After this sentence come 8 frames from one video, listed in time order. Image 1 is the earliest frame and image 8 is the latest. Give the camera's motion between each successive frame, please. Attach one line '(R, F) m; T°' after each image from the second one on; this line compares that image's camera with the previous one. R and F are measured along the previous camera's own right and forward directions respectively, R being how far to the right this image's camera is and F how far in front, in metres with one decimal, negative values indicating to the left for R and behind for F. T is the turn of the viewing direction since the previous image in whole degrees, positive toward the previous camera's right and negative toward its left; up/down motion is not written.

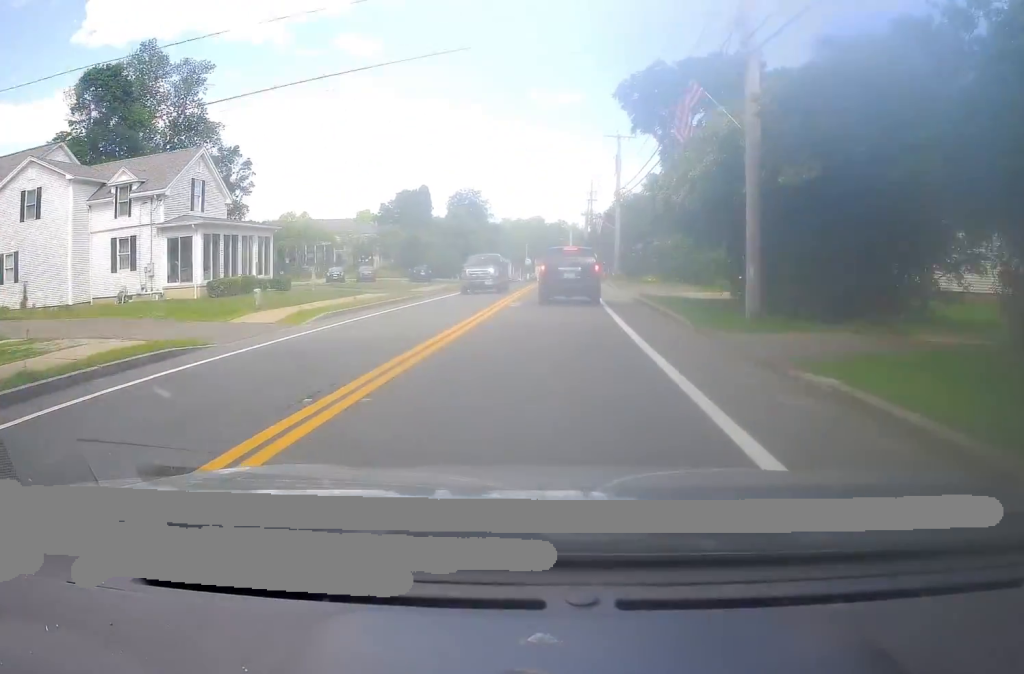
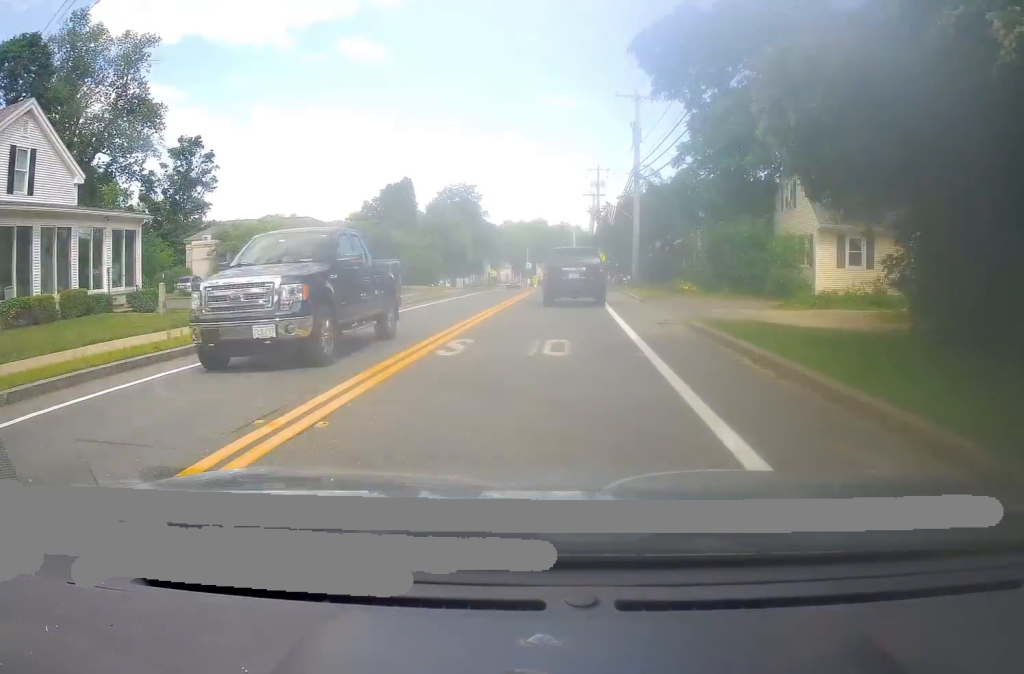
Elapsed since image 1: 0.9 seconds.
(-0.1, +13.5) m; -1°
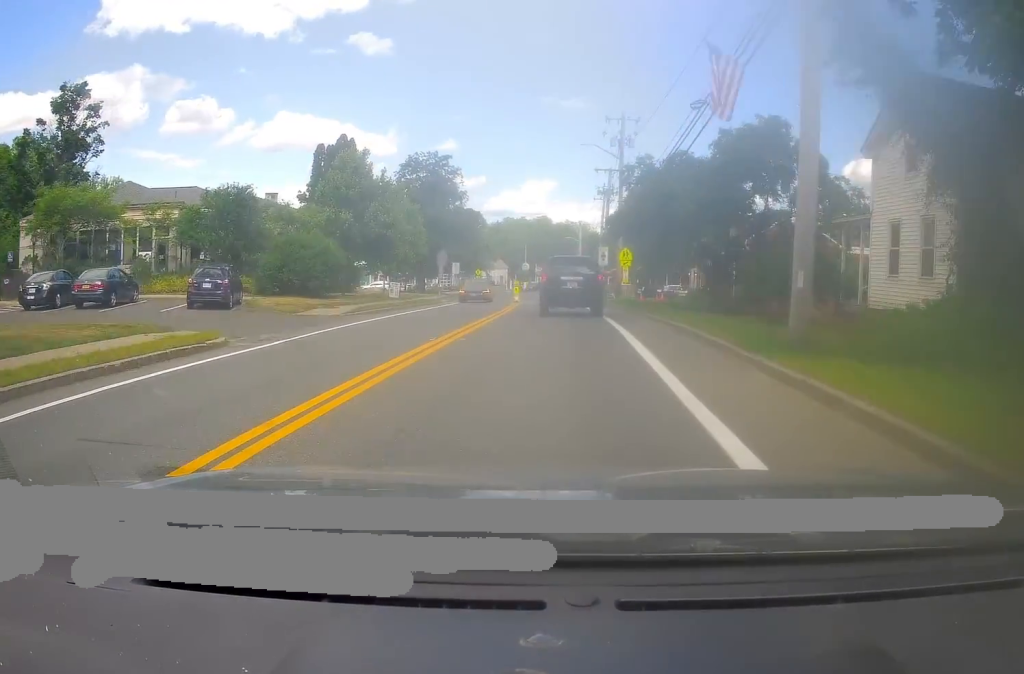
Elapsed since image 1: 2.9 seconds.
(+0.1, +27.7) m; +1°
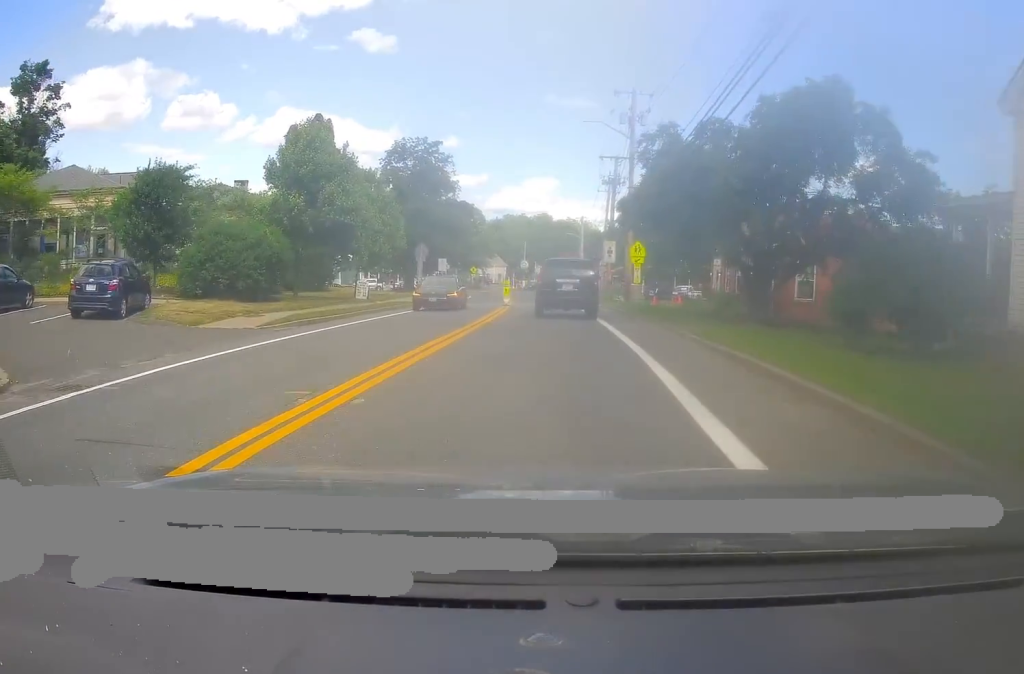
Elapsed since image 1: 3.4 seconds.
(0.0, +7.7) m; 0°
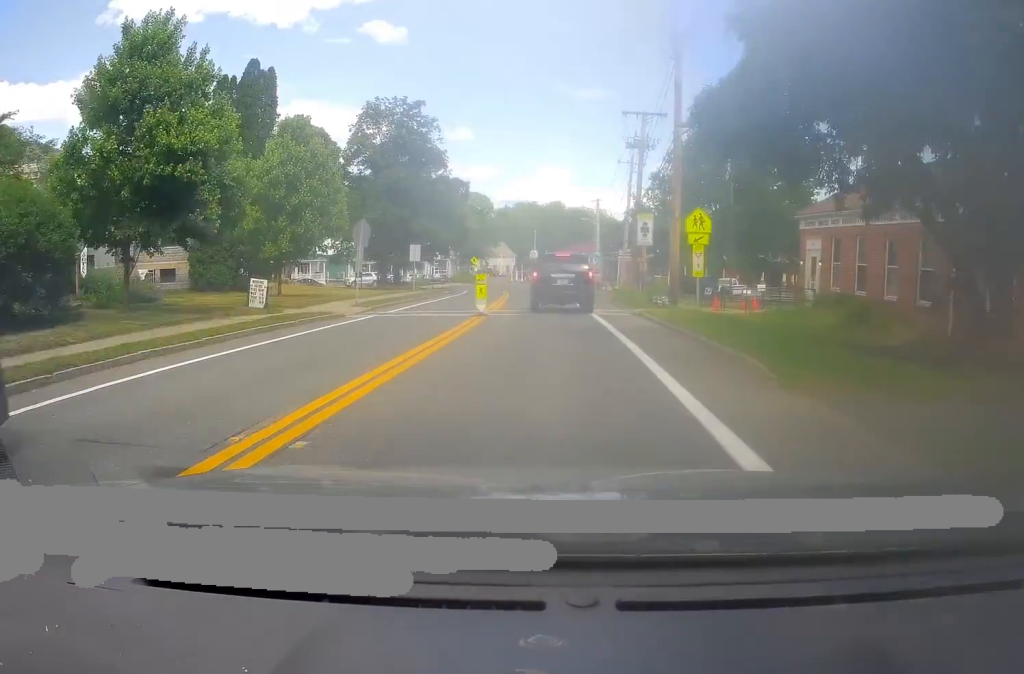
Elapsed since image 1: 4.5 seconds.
(-0.2, +14.5) m; -3°
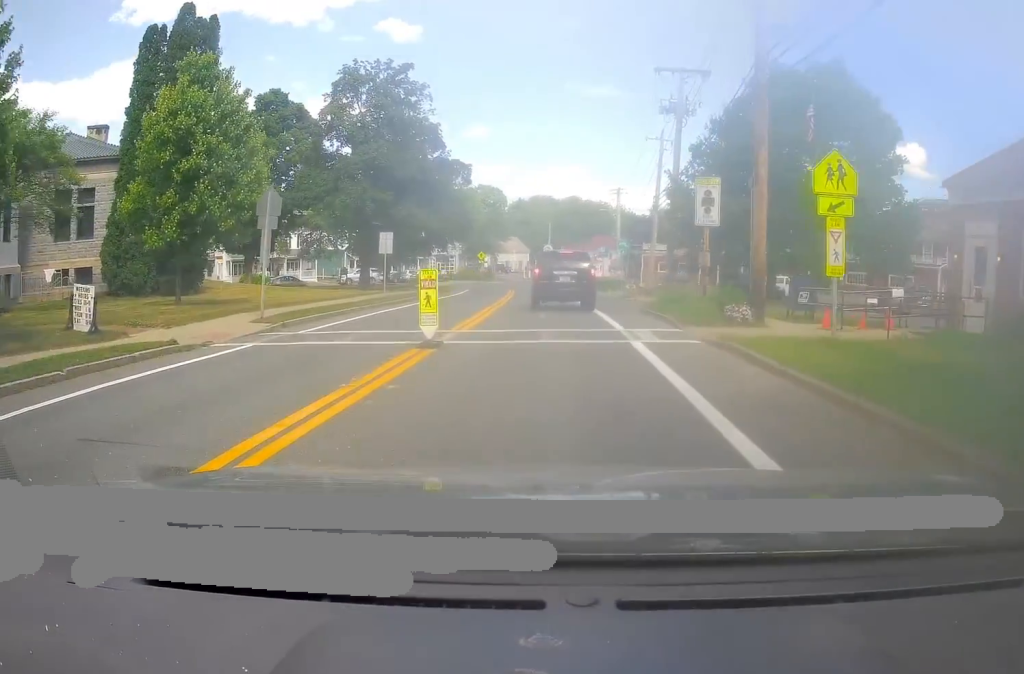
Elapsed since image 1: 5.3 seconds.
(-0.4, +10.4) m; -3°
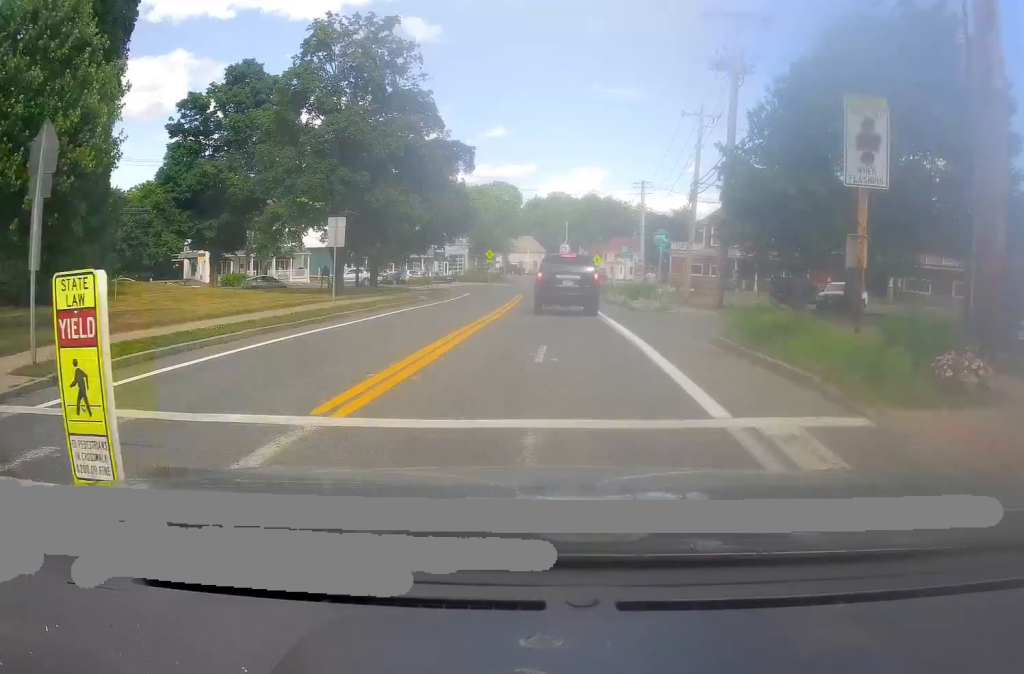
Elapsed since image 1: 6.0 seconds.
(-0.3, +9.4) m; -2°
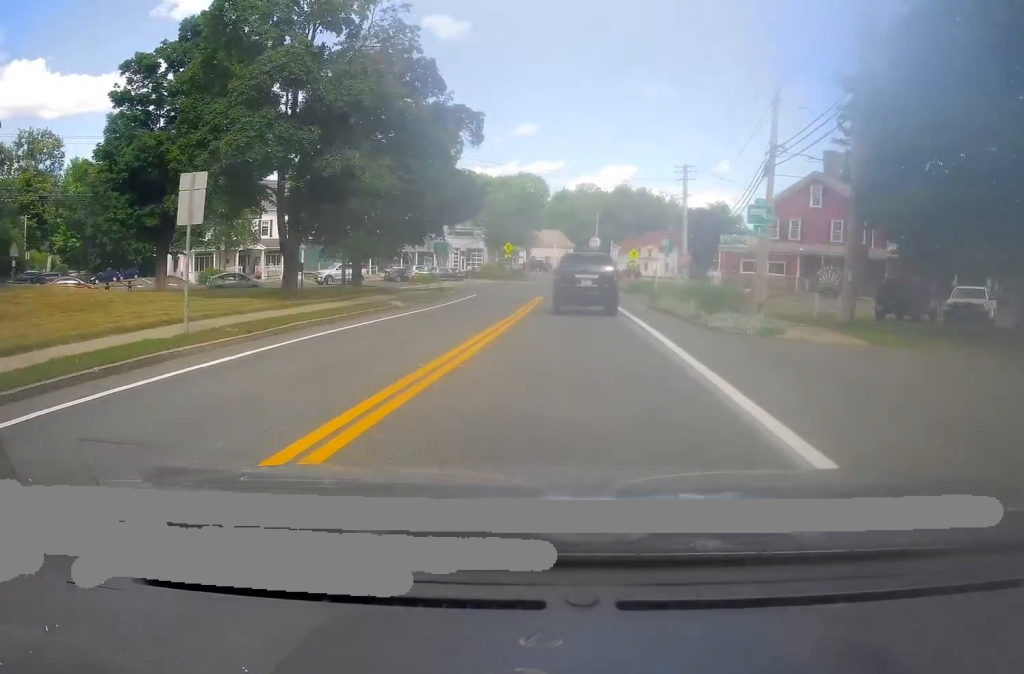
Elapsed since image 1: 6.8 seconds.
(-0.2, +11.2) m; -1°
